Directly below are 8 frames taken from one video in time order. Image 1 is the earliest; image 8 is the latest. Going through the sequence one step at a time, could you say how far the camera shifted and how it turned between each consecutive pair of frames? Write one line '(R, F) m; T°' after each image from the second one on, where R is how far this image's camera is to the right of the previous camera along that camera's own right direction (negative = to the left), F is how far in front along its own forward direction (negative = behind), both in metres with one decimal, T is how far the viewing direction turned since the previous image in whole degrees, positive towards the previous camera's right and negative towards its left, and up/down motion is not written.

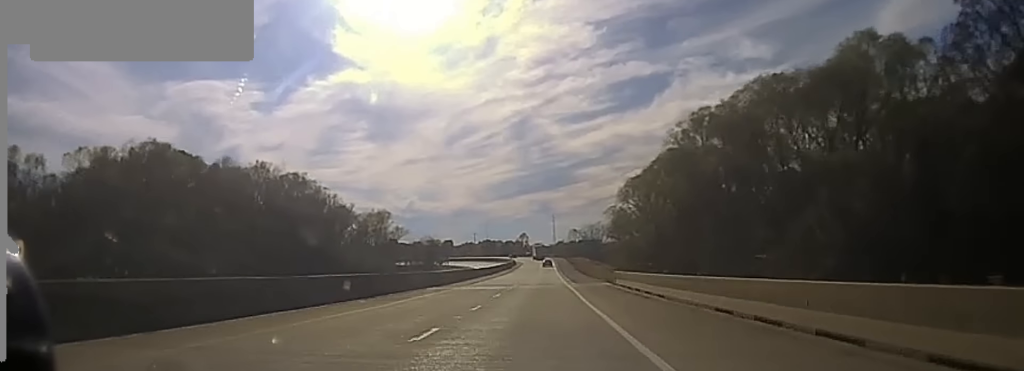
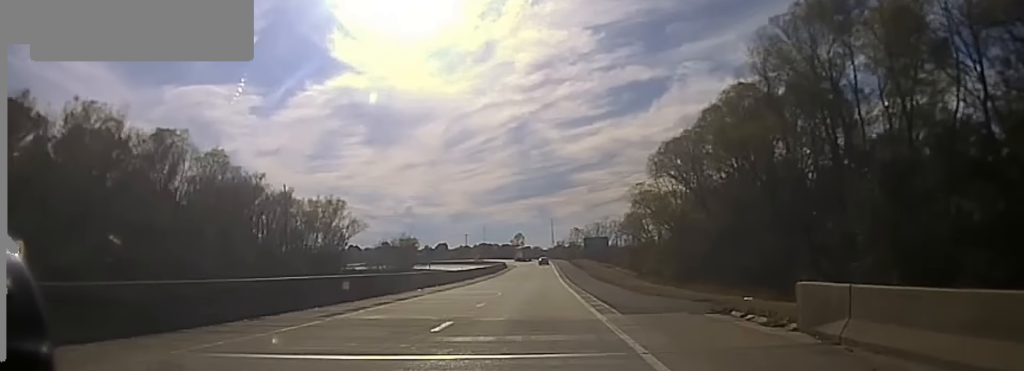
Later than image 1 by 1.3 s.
(-0.2, +48.2) m; 0°
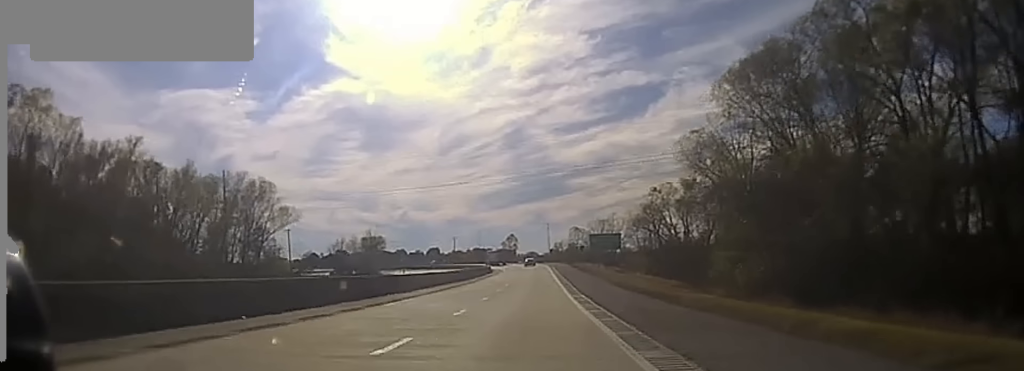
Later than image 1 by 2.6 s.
(+0.3, +38.5) m; +1°
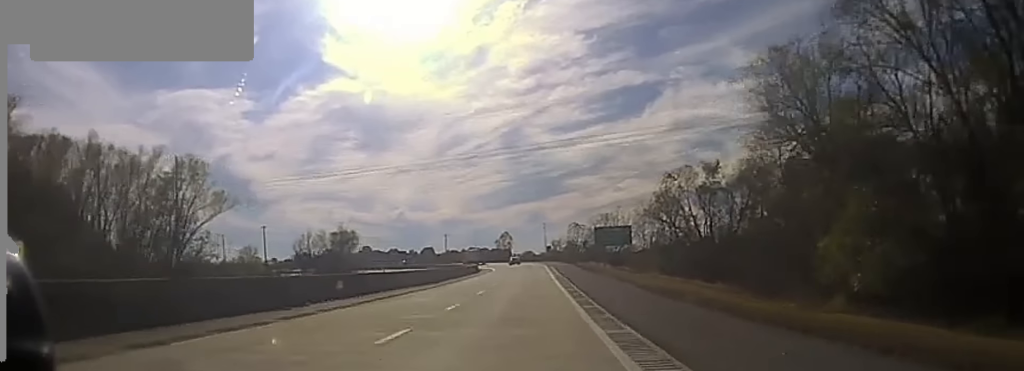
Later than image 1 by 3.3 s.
(+0.1, +21.0) m; 0°
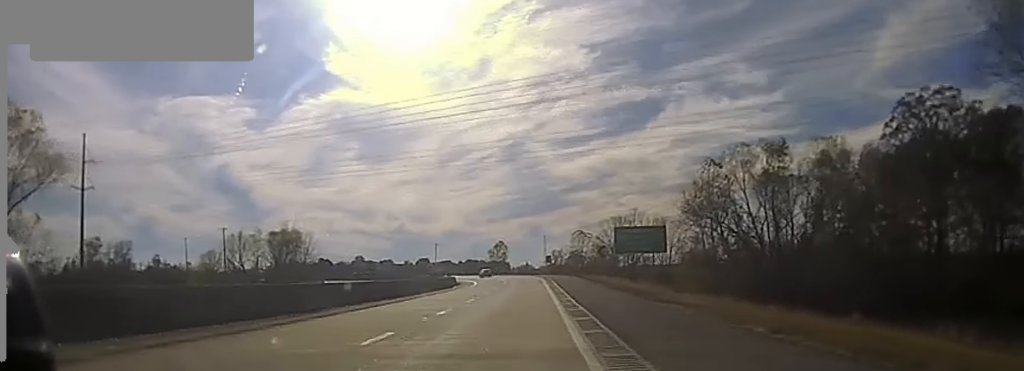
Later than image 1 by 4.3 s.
(0.0, +29.9) m; 0°
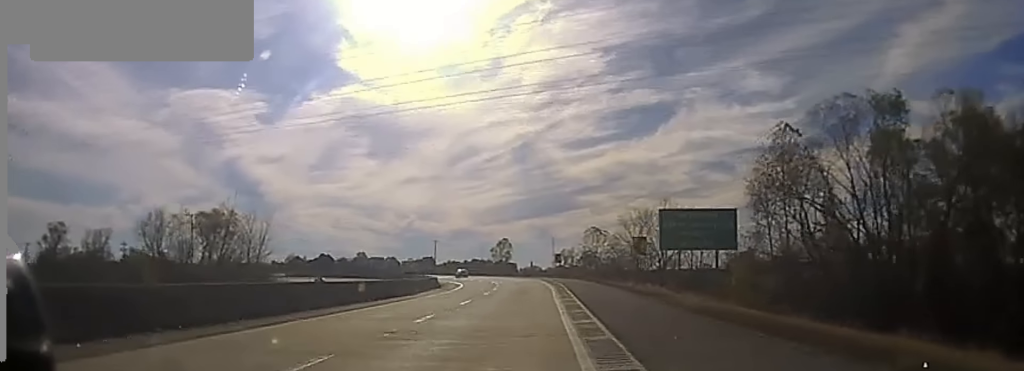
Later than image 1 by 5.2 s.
(0.0, +25.6) m; 0°
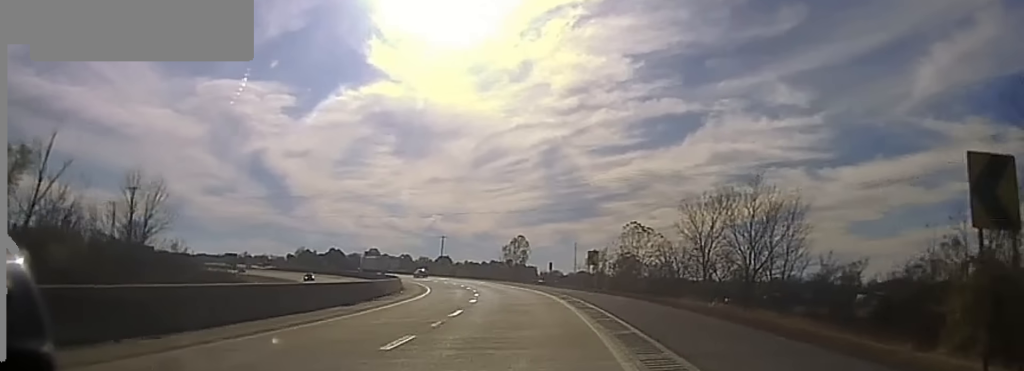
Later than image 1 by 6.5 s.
(-0.2, +43.7) m; -1°
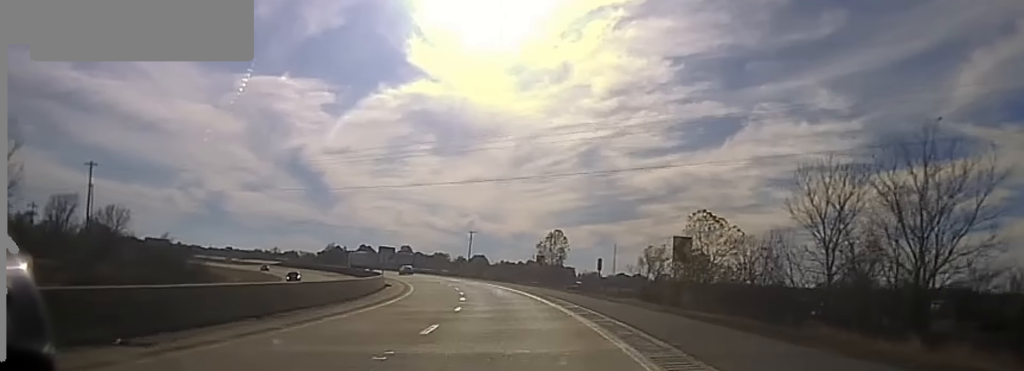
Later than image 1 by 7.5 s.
(-0.3, +31.1) m; -2°
